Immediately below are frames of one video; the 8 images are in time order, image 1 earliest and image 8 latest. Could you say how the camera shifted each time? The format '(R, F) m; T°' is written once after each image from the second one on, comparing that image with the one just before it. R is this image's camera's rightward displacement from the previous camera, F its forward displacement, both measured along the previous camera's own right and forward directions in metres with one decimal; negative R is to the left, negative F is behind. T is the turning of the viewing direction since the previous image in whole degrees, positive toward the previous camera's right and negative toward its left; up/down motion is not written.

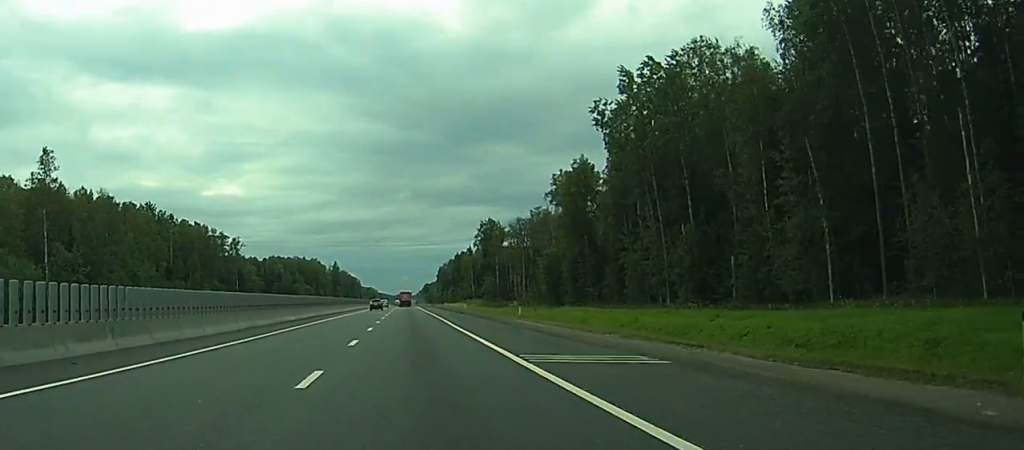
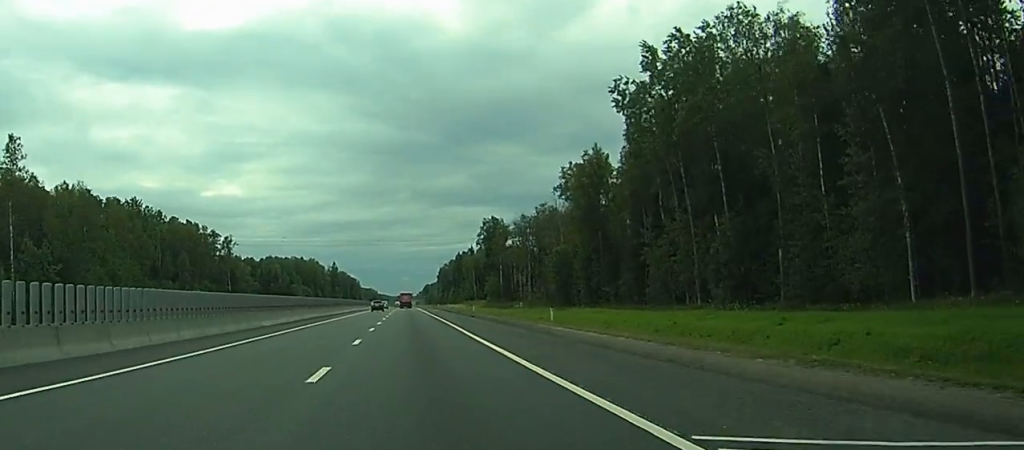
(0.0, +10.9) m; 0°
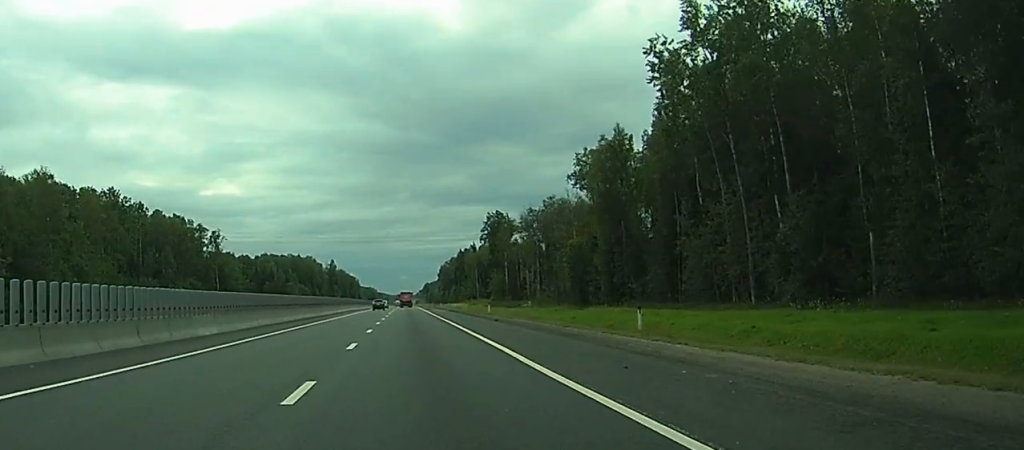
(+0.1, +14.9) m; 0°
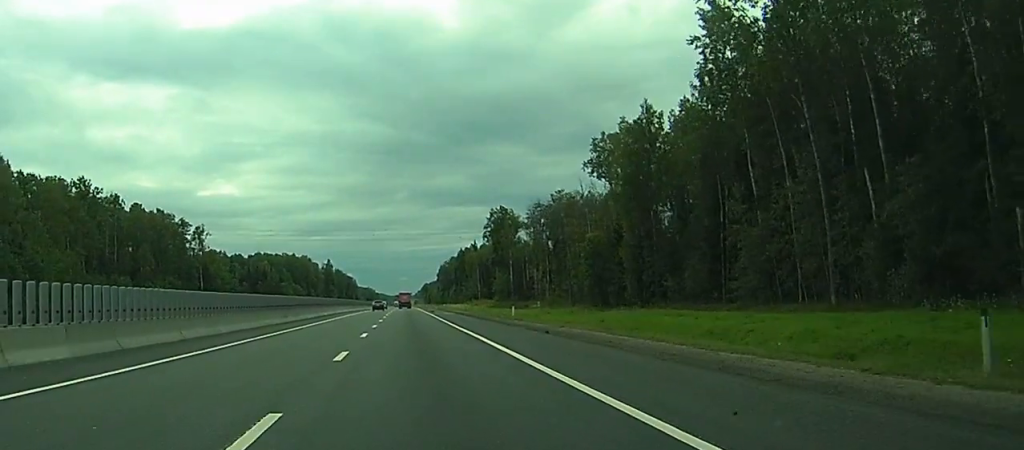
(0.0, +15.7) m; 0°
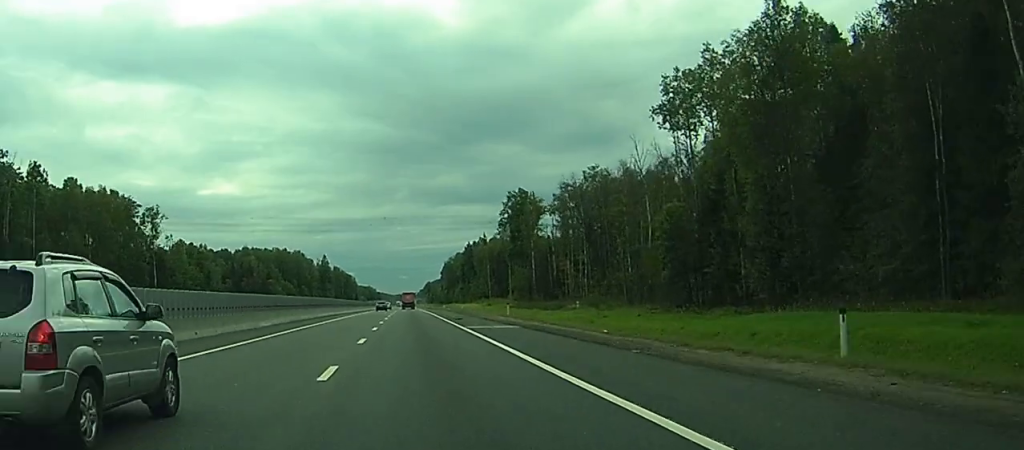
(0.0, +40.4) m; 0°
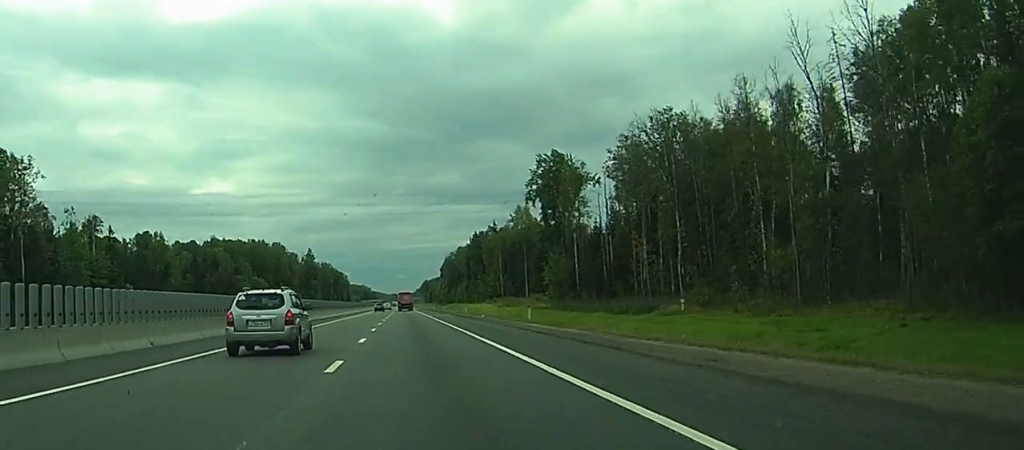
(+0.2, +57.0) m; 0°
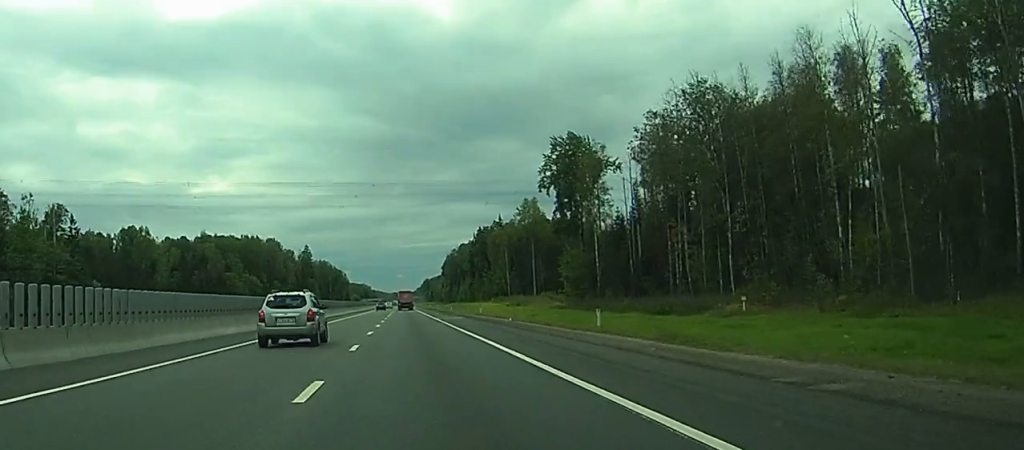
(0.0, +16.6) m; 0°
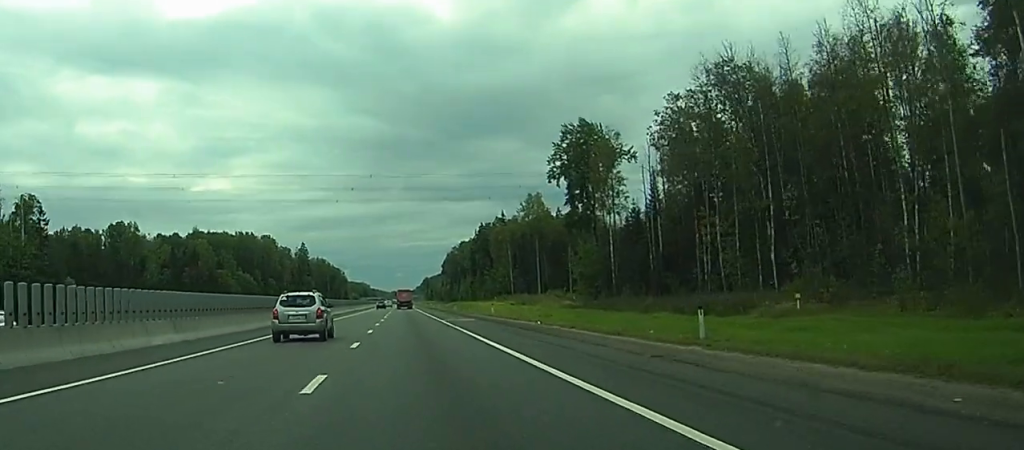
(0.0, +10.8) m; 0°
